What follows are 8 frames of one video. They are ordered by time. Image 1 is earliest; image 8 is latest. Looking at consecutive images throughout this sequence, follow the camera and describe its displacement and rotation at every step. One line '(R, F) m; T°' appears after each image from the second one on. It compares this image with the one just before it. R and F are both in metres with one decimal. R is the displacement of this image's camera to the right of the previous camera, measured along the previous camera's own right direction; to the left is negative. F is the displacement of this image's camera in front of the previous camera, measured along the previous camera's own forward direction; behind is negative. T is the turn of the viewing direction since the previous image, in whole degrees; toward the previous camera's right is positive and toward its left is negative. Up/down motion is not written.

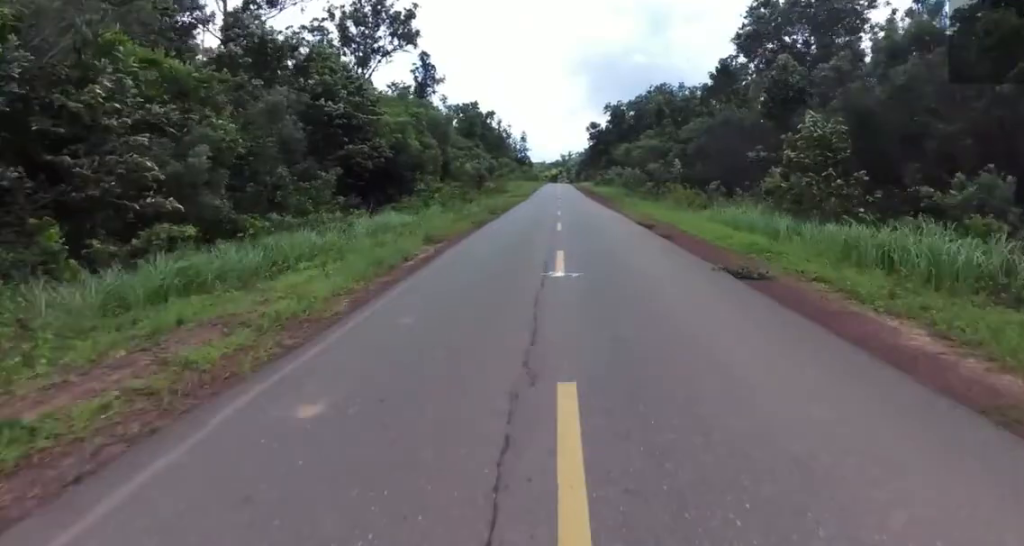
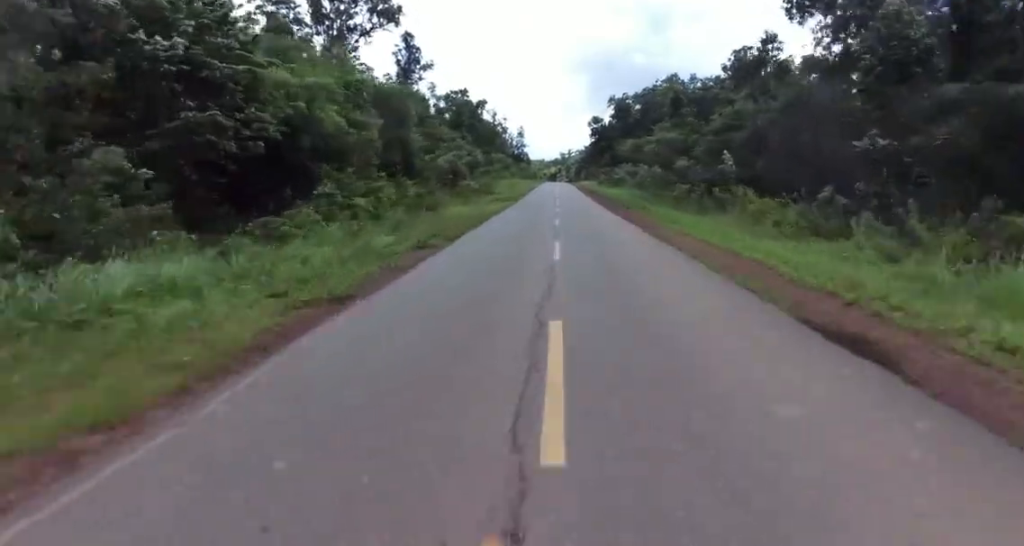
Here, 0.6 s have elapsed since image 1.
(-0.7, +14.6) m; -1°
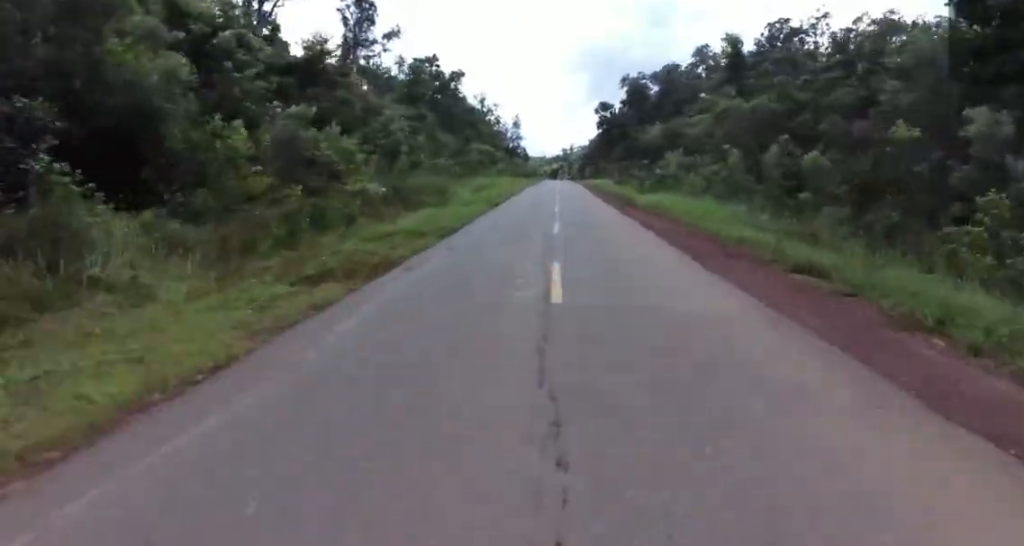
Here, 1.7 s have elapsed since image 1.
(+1.0, +28.5) m; +2°
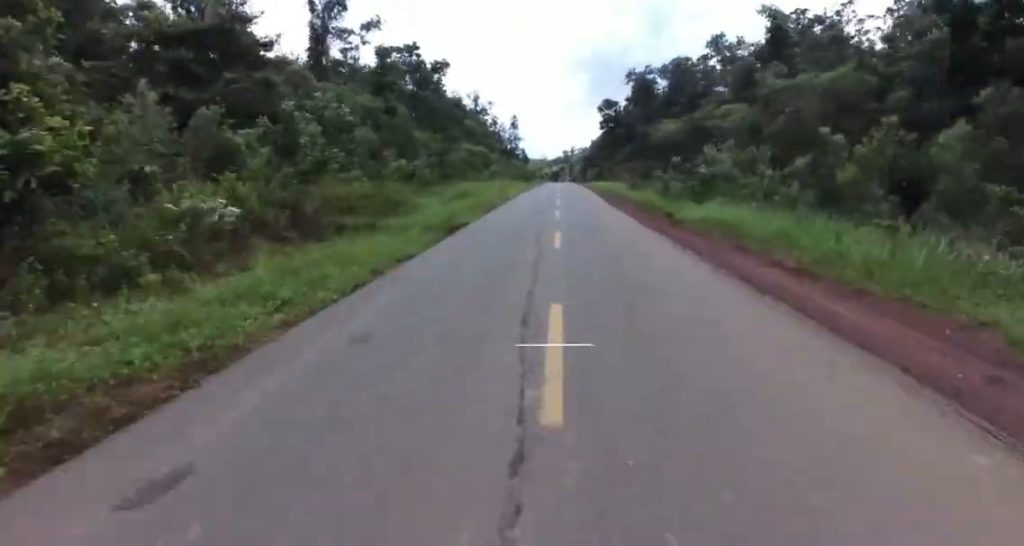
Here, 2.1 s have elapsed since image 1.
(0.0, +11.3) m; 0°
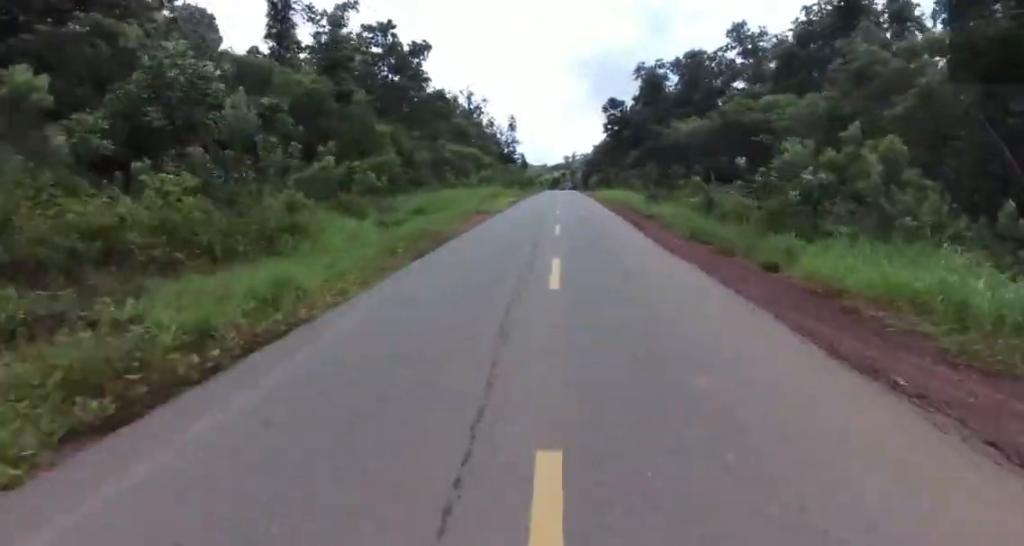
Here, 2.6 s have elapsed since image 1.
(0.0, +12.2) m; 0°
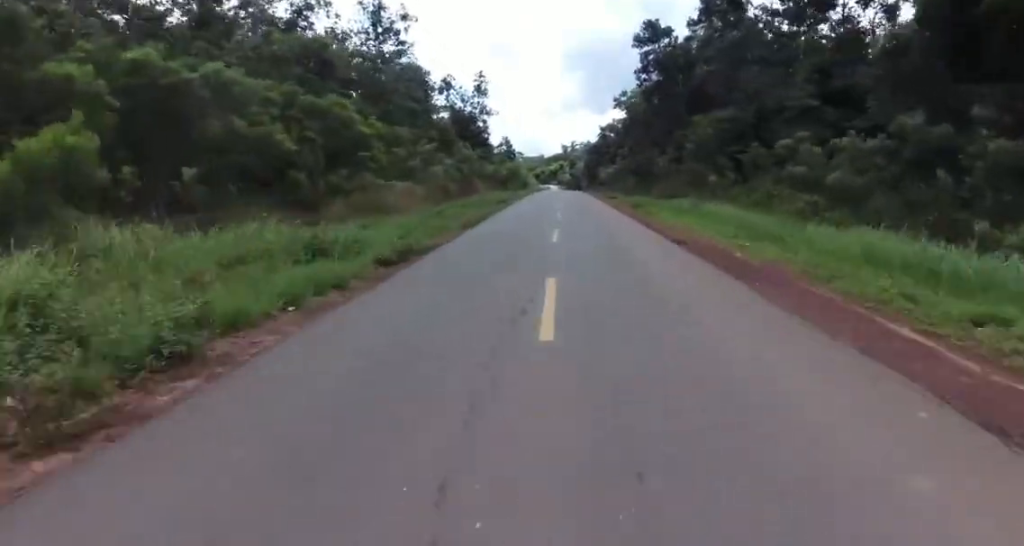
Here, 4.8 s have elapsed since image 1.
(+1.4, +58.8) m; +2°
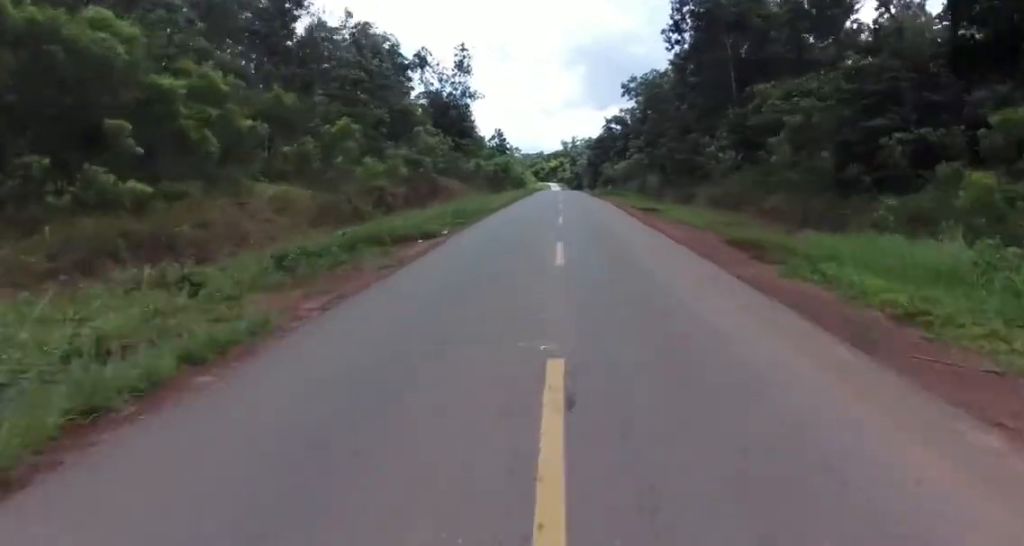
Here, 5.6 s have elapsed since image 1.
(+0.6, +19.5) m; -3°
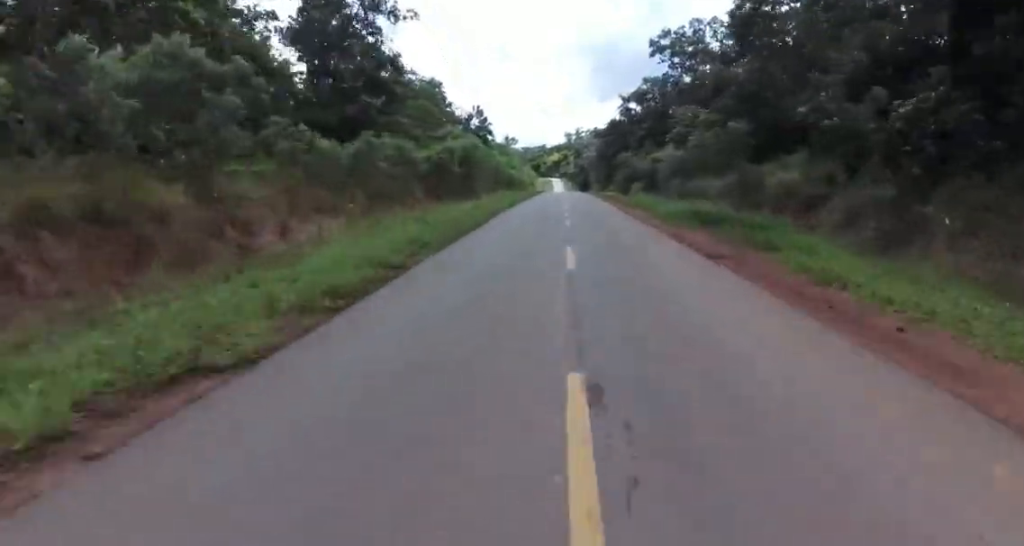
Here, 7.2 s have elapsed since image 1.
(-2.0, +41.2) m; 0°
